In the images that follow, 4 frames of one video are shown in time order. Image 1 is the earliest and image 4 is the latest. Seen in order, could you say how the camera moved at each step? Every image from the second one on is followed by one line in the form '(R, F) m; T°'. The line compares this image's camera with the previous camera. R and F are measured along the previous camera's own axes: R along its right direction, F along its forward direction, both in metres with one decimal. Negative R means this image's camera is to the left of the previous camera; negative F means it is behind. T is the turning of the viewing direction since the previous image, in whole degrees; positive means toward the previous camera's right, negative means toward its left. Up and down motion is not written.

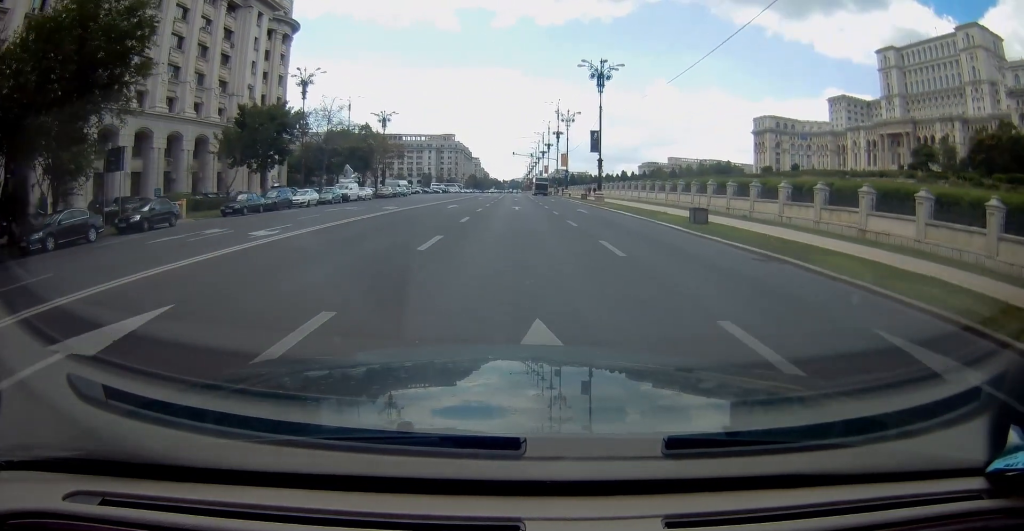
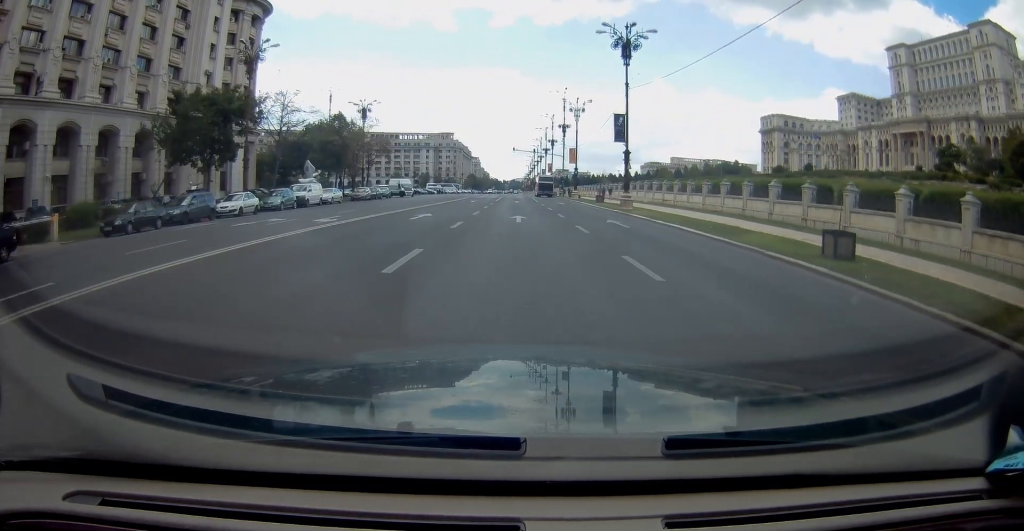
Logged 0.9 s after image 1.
(+0.2, +12.1) m; +1°
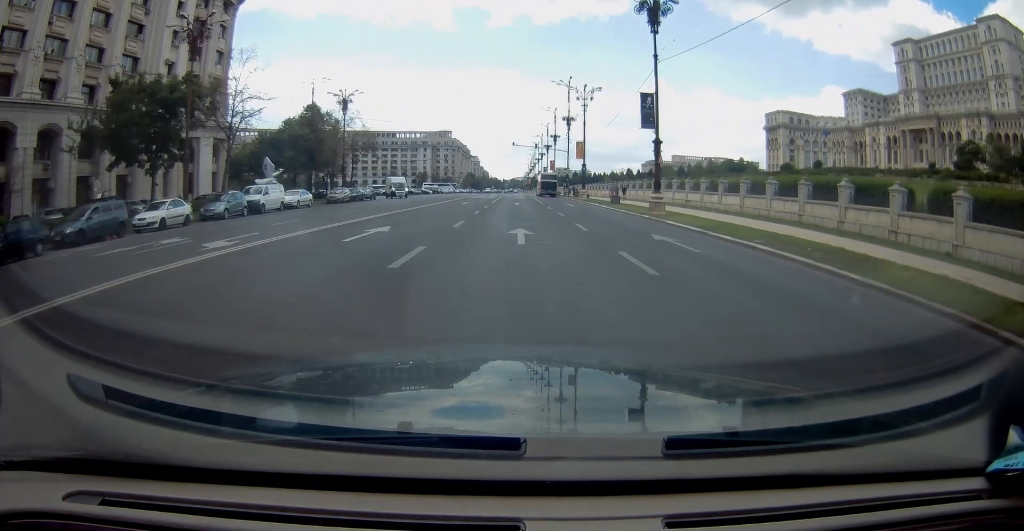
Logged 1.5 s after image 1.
(0.0, +8.7) m; 0°
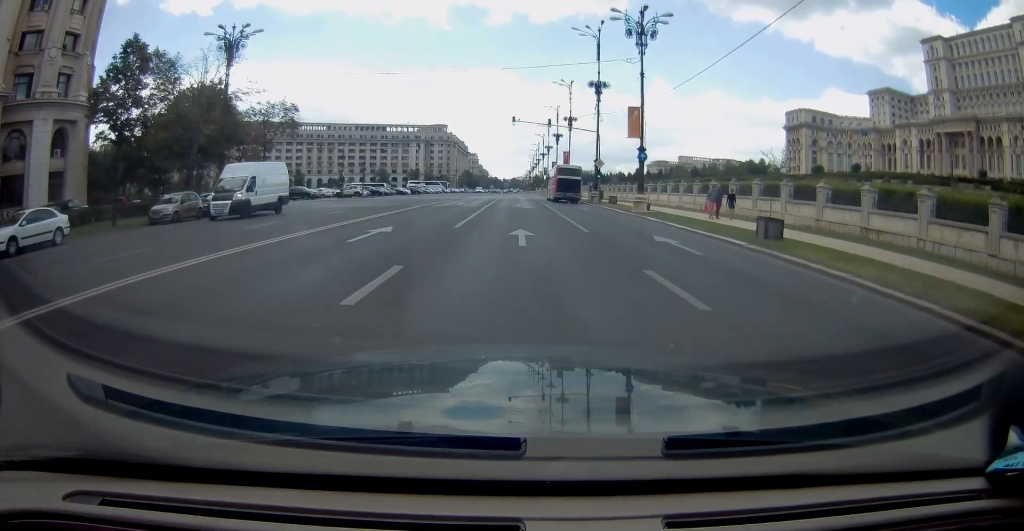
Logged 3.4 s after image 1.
(+0.2, +29.8) m; 0°
